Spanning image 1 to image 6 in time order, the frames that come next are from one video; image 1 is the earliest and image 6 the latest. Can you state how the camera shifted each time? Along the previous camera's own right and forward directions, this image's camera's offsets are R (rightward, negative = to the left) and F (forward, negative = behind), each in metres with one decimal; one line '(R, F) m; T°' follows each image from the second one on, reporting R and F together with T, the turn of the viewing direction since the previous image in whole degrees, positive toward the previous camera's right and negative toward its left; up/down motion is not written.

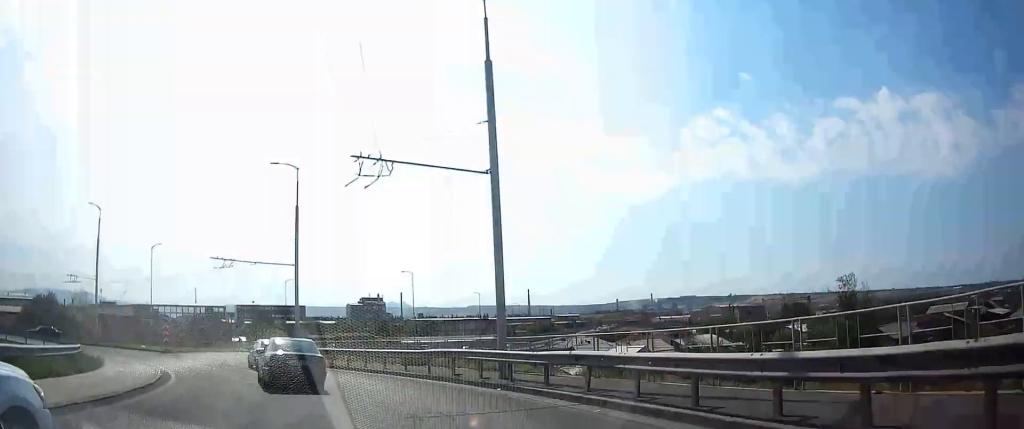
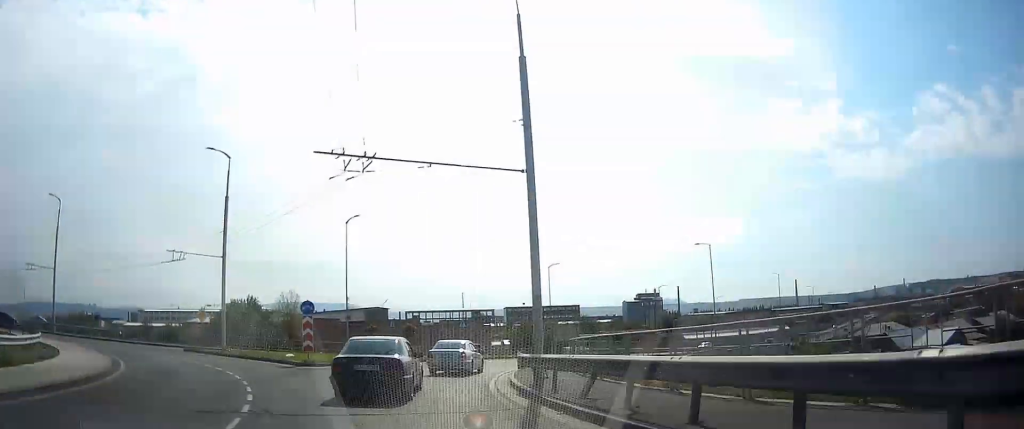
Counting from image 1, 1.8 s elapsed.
(-4.2, +18.2) m; -19°
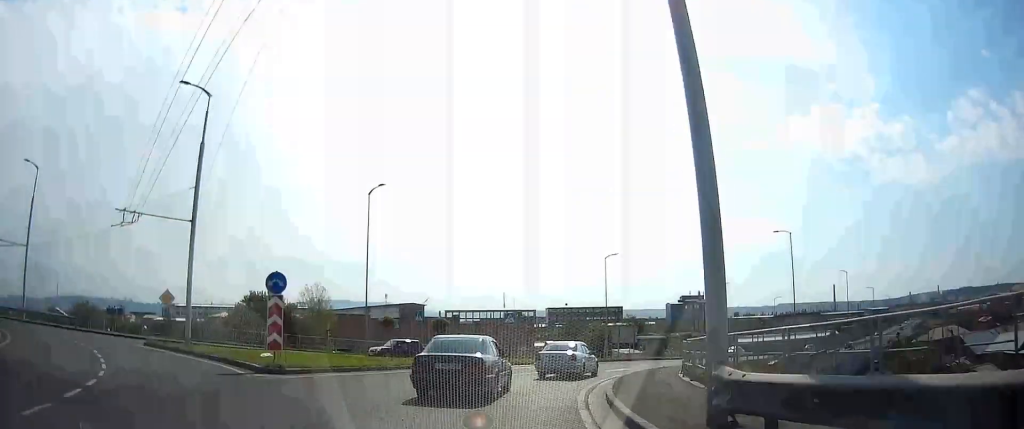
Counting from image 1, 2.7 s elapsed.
(0.0, +8.9) m; -1°
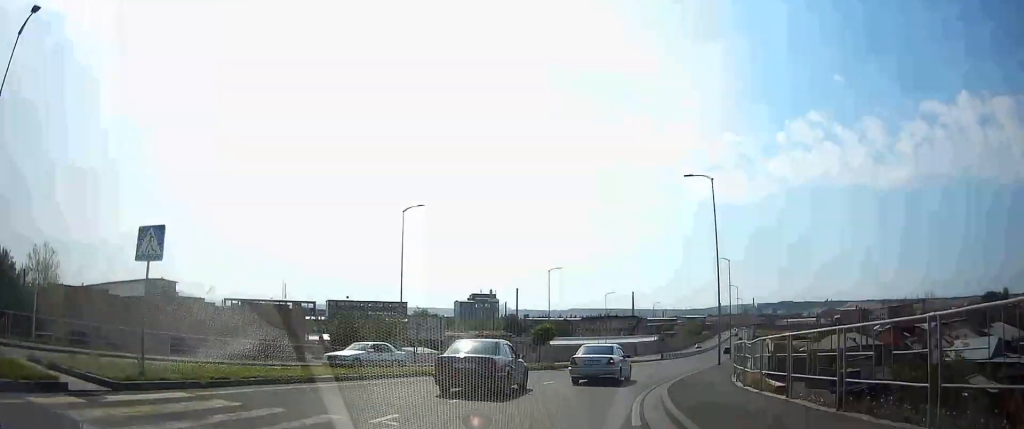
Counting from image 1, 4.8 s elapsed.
(-2.5, +24.9) m; -7°
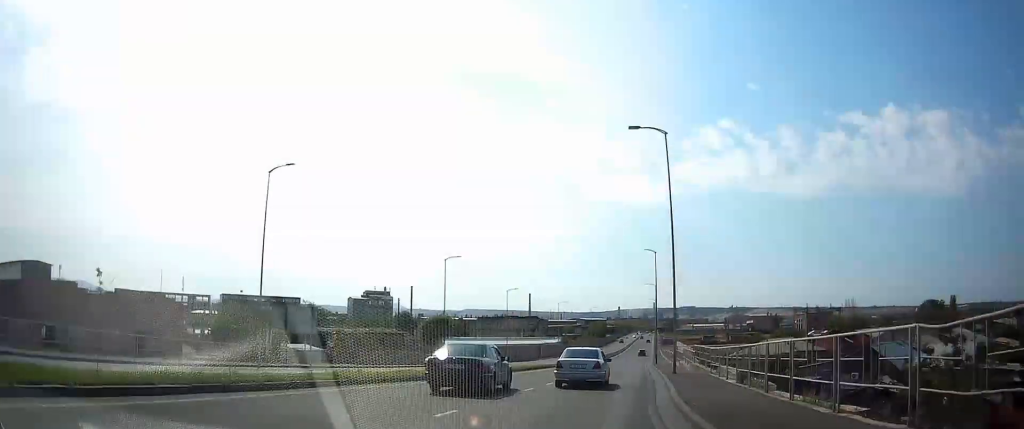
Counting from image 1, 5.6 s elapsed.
(+0.1, +10.9) m; +5°
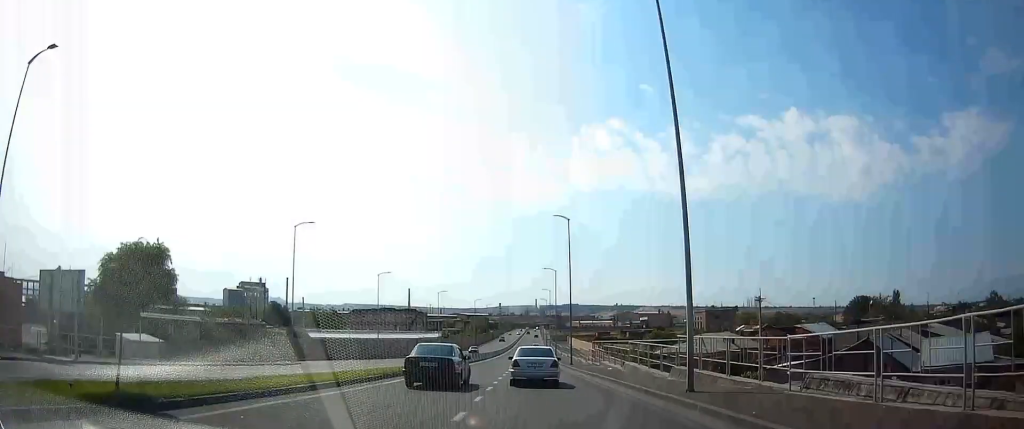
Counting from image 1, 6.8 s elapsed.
(+1.9, +14.1) m; +17°
